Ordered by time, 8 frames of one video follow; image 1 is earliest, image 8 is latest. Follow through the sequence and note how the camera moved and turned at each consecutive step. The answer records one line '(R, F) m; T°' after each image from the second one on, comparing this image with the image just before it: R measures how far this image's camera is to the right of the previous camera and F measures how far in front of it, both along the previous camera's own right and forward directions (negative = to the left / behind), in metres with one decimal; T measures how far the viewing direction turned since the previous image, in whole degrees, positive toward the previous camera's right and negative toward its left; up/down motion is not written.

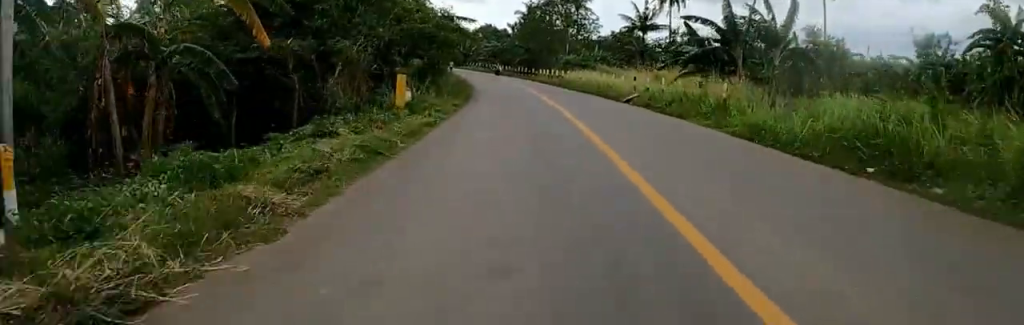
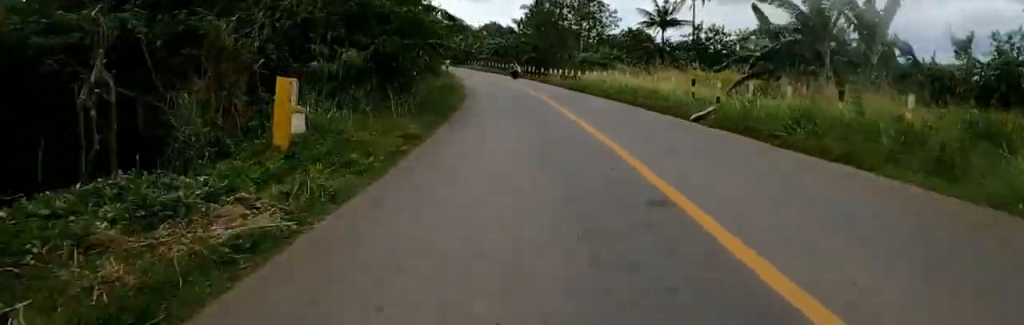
(-0.2, +8.0) m; +3°
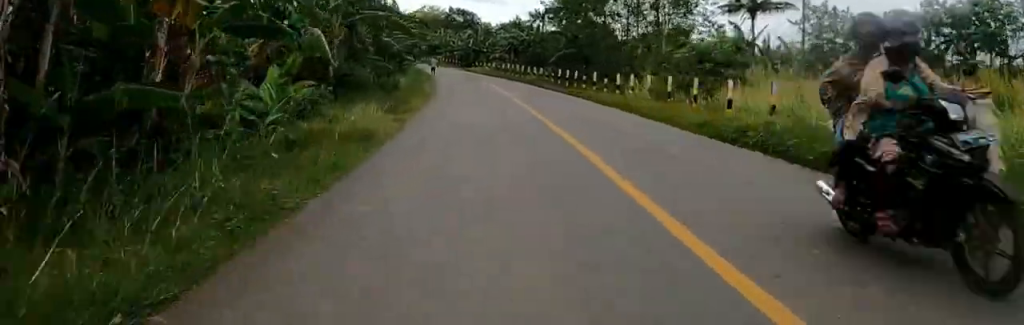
(0.0, +21.5) m; -5°
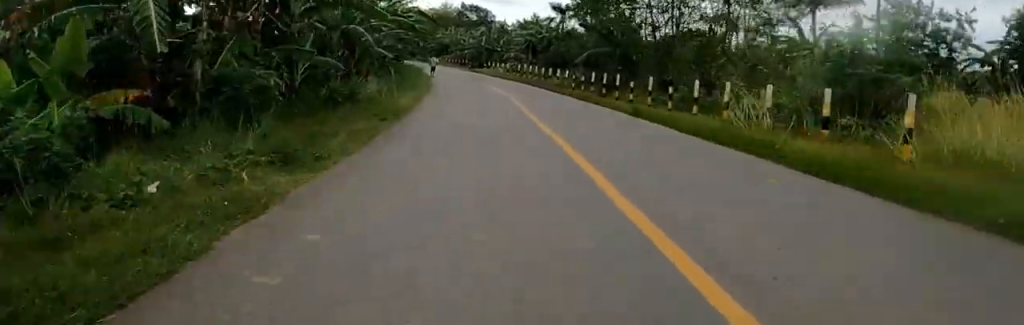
(-0.4, +7.2) m; -3°
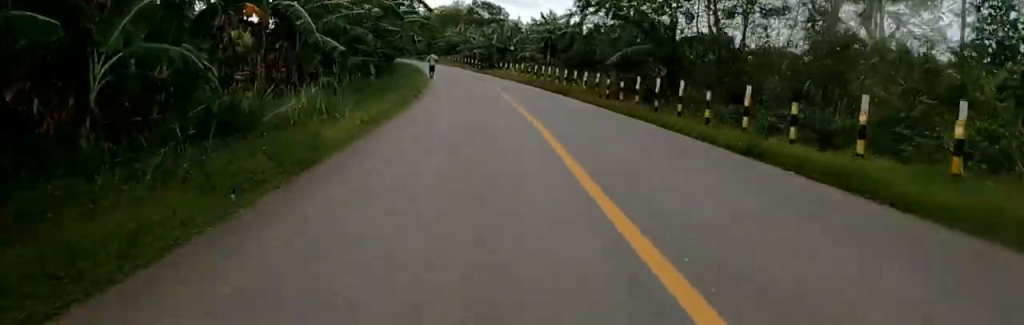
(+0.1, +6.6) m; 0°
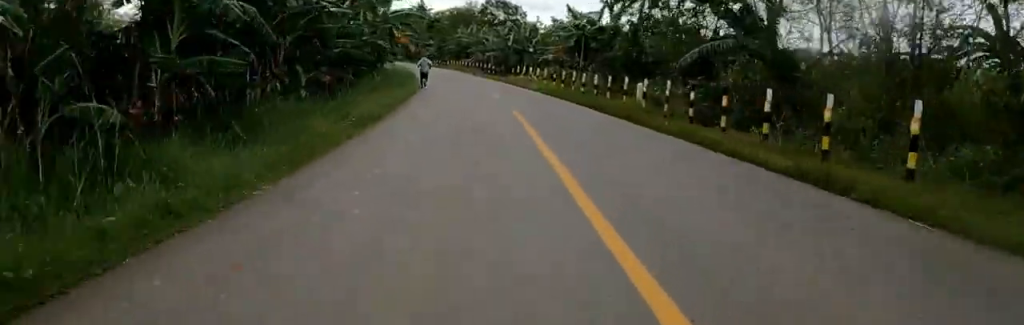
(0.0, +9.0) m; 0°
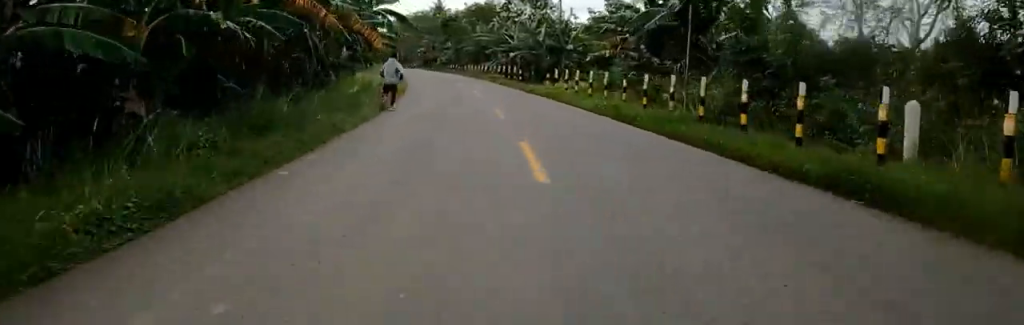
(-0.2, +13.9) m; -3°
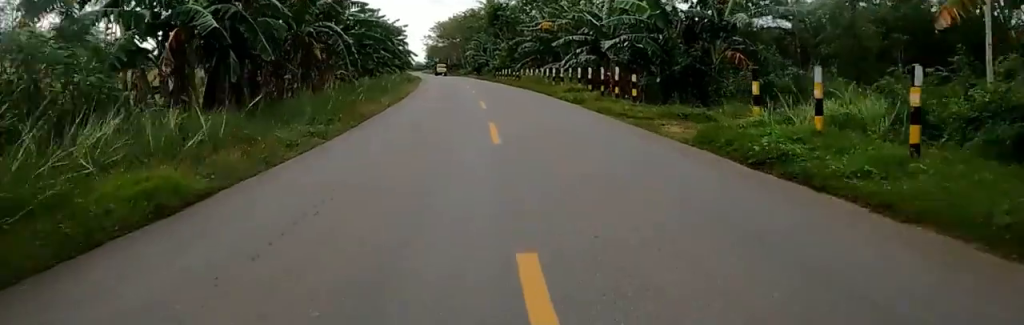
(-2.0, +20.7) m; -9°
